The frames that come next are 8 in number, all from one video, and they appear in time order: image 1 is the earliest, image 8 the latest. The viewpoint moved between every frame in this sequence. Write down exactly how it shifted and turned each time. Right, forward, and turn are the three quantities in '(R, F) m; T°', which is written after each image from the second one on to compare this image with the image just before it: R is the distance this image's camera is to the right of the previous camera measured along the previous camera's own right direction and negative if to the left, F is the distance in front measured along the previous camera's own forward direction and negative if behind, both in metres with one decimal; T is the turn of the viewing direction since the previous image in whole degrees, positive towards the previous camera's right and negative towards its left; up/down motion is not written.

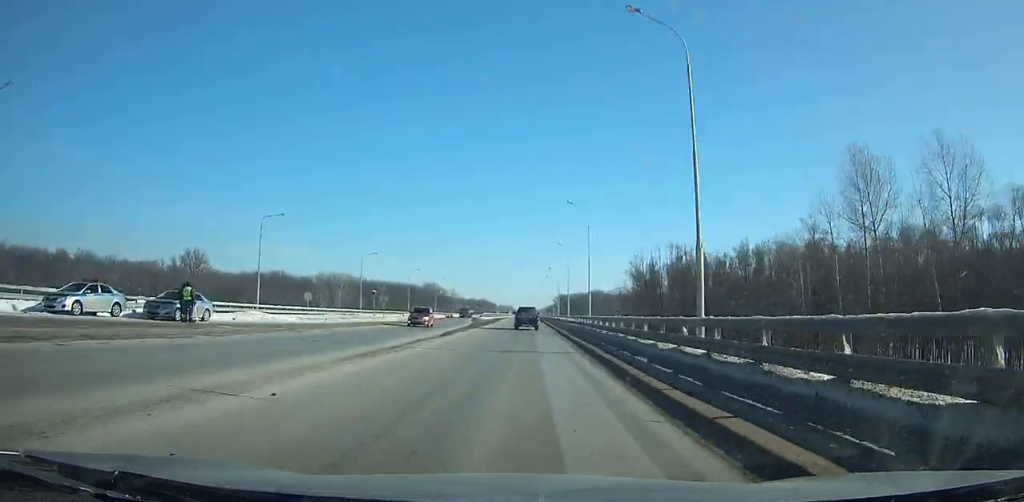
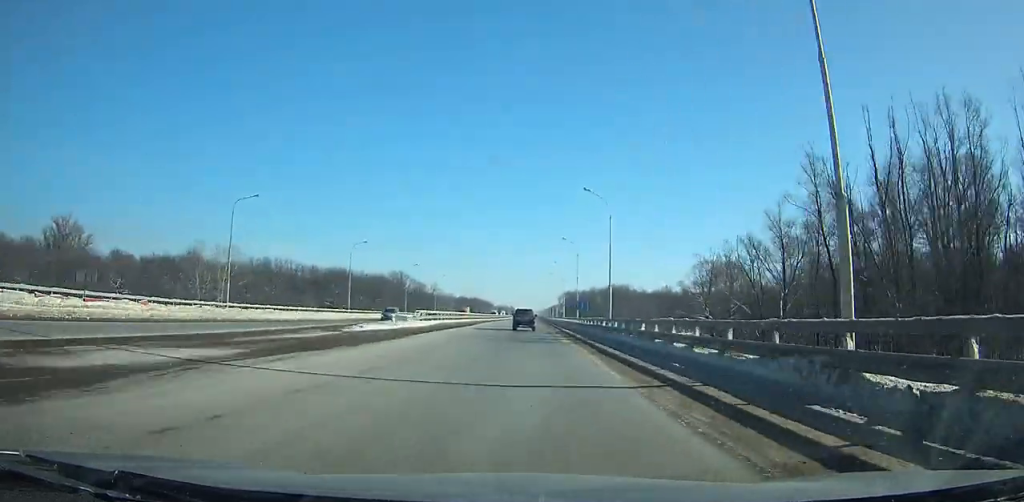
(+0.2, +86.0) m; 0°
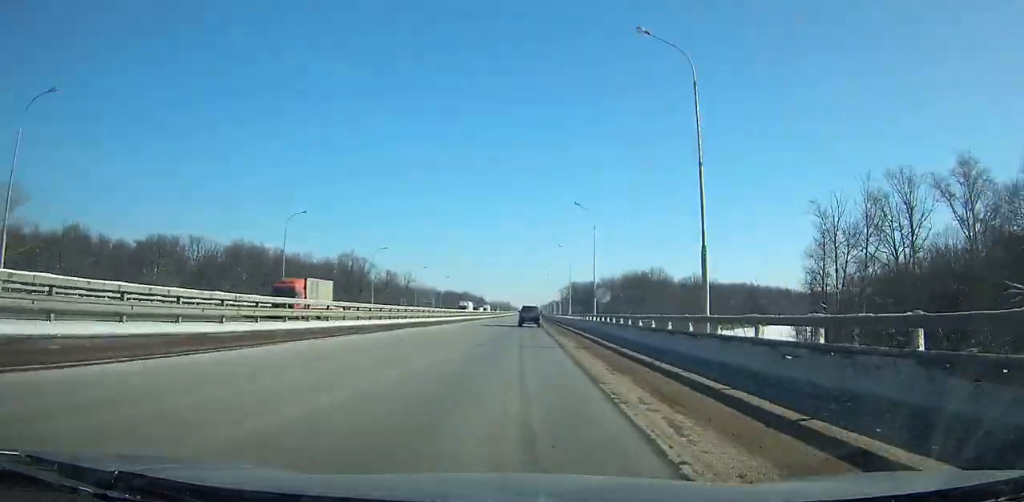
(-0.1, +61.6) m; -1°
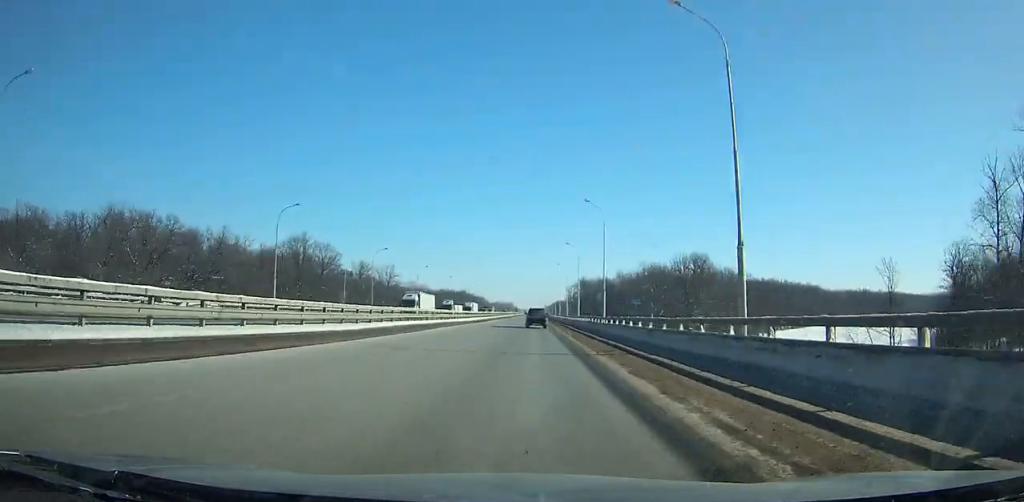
(+0.6, +39.4) m; -2°
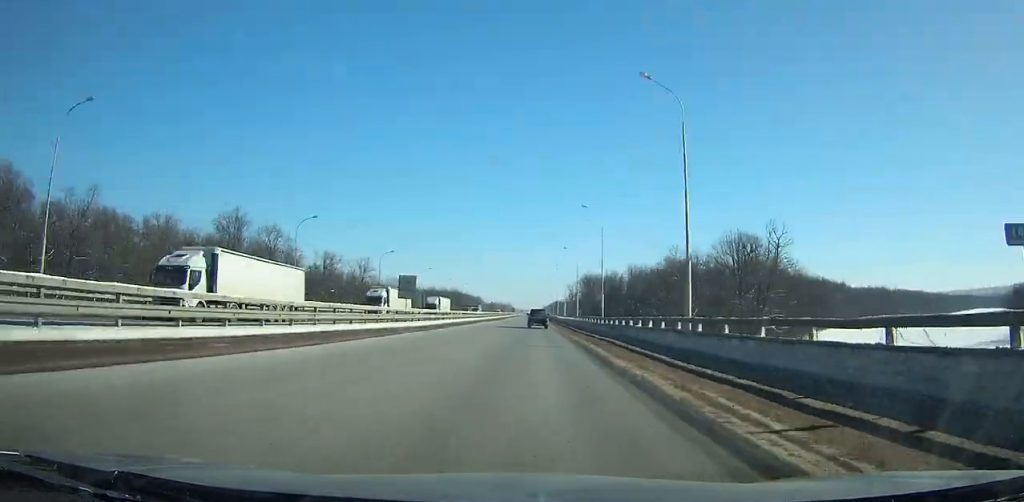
(-1.3, +28.8) m; +1°
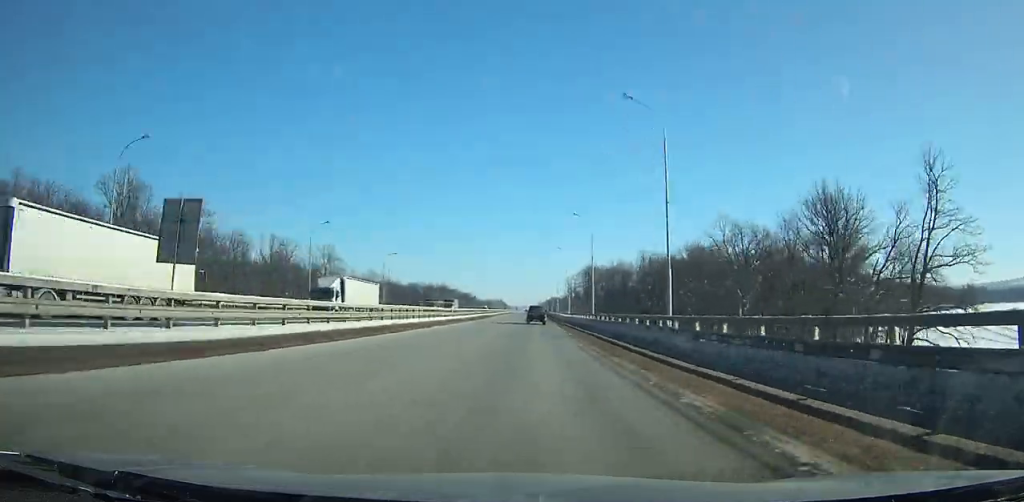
(-2.0, +26.7) m; +1°
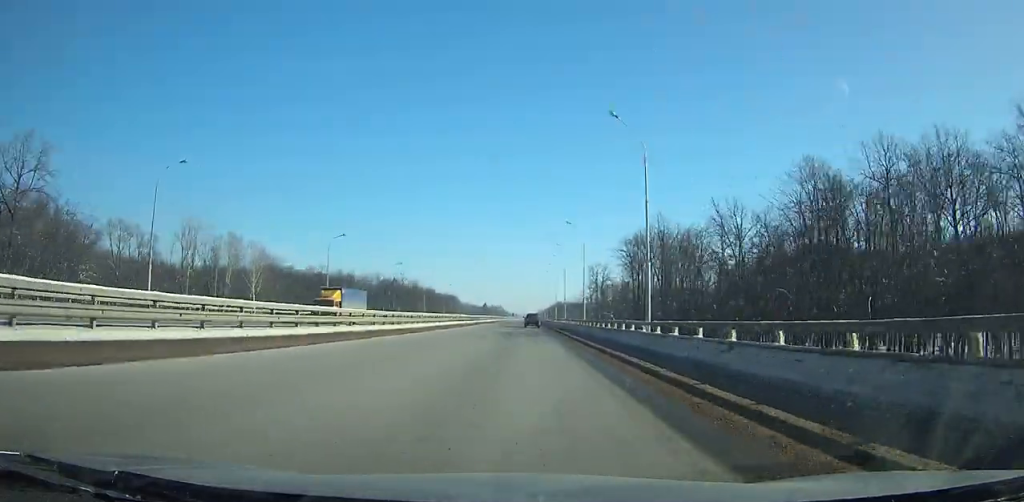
(+5.5, +125.3) m; +2°
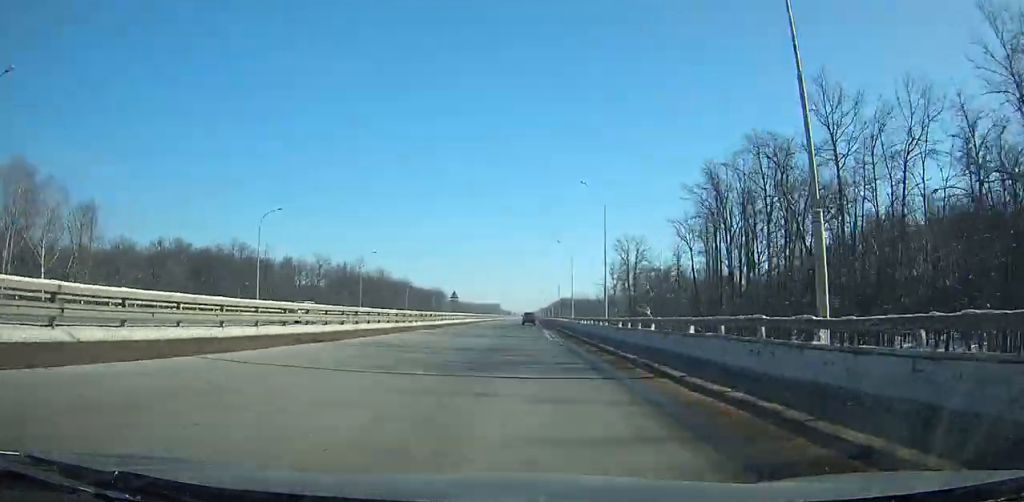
(+0.1, +67.3) m; 0°
